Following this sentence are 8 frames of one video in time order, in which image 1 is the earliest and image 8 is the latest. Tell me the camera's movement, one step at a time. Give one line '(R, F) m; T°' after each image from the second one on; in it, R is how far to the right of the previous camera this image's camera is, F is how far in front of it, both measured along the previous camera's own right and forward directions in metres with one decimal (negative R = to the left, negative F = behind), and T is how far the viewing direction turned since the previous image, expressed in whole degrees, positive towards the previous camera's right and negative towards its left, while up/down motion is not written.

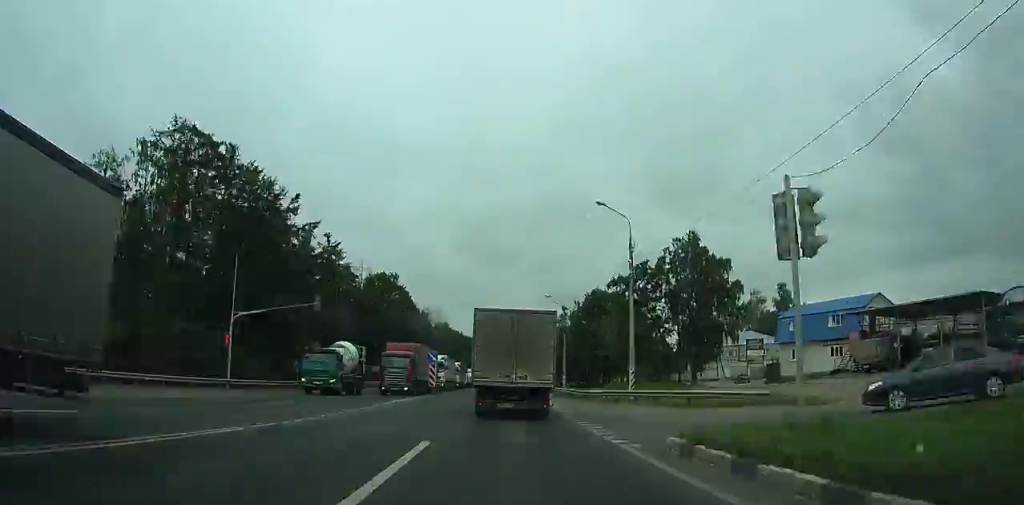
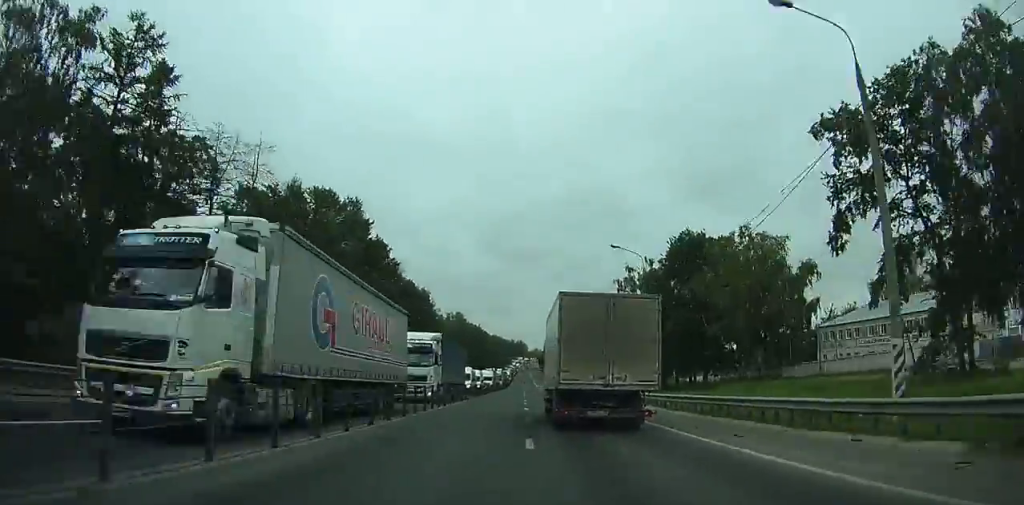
(+1.5, +58.0) m; +6°
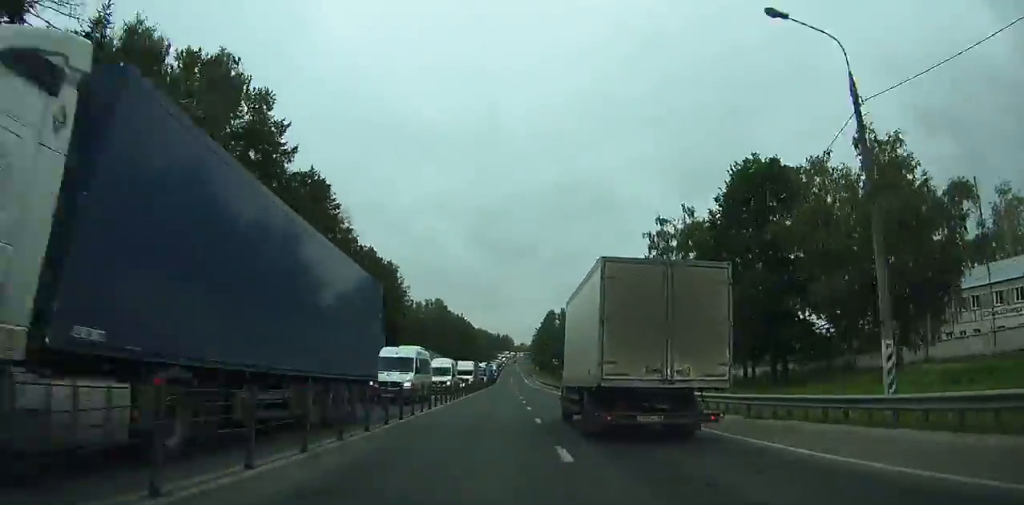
(+4.1, +28.4) m; -8°
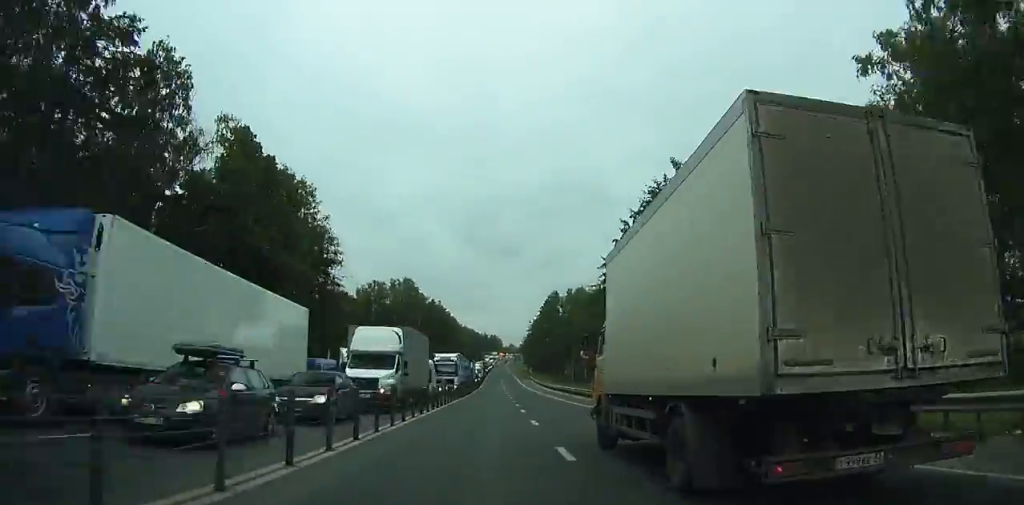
(-4.2, +51.7) m; +1°
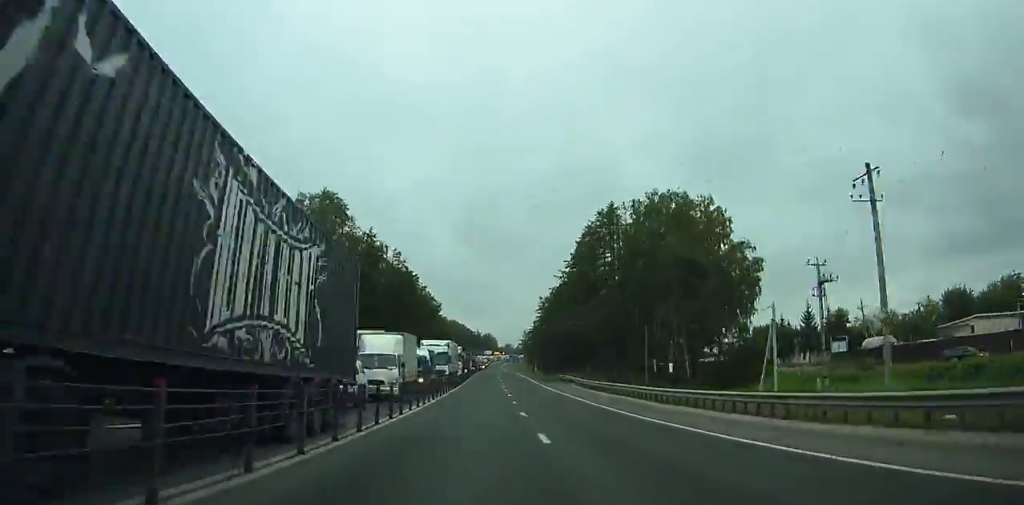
(+6.8, +70.6) m; +17°
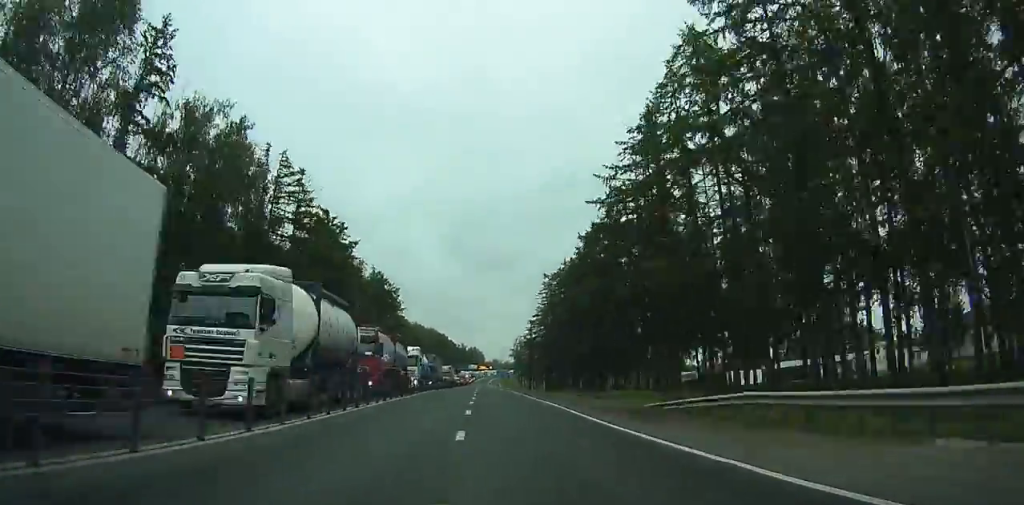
(+26.1, +45.0) m; -4°
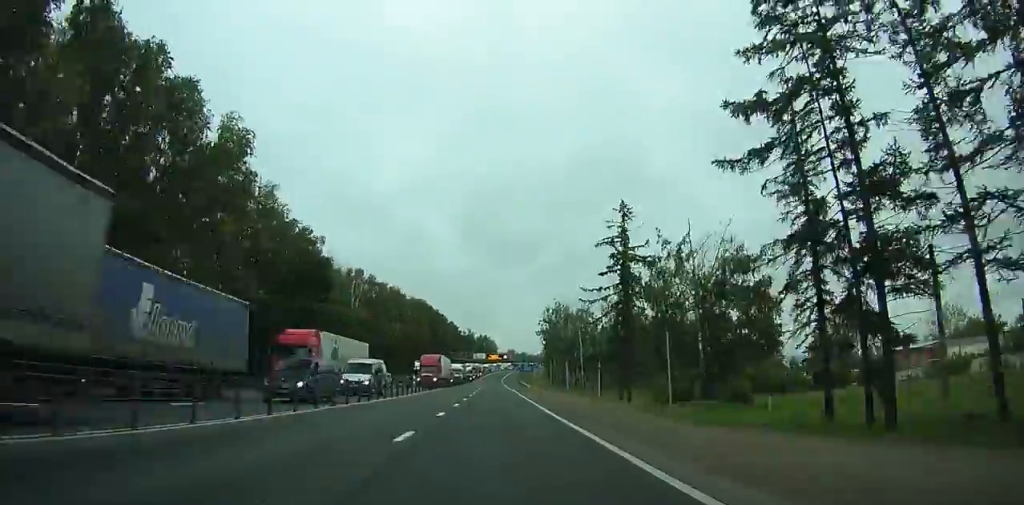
(-57.7, +109.3) m; -19°
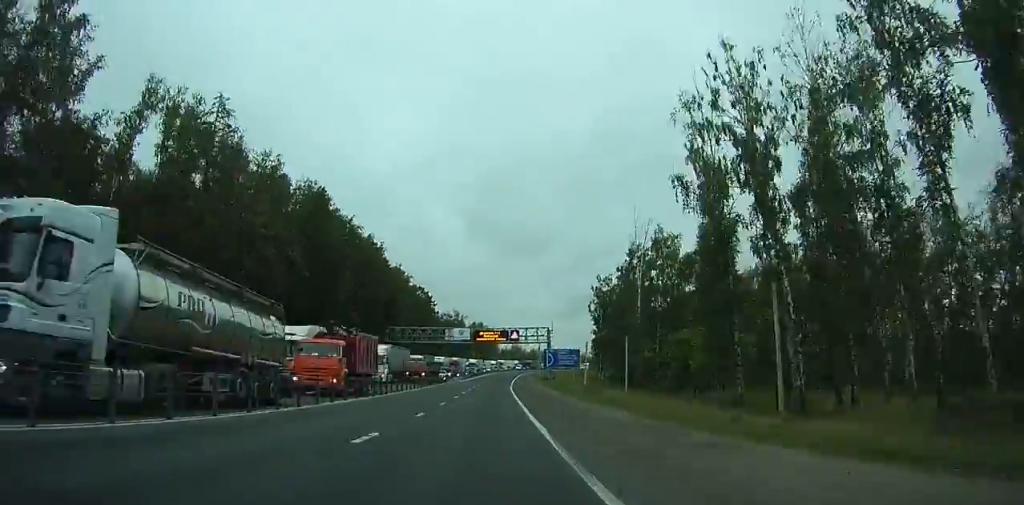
(+18.4, +137.8) m; +9°
